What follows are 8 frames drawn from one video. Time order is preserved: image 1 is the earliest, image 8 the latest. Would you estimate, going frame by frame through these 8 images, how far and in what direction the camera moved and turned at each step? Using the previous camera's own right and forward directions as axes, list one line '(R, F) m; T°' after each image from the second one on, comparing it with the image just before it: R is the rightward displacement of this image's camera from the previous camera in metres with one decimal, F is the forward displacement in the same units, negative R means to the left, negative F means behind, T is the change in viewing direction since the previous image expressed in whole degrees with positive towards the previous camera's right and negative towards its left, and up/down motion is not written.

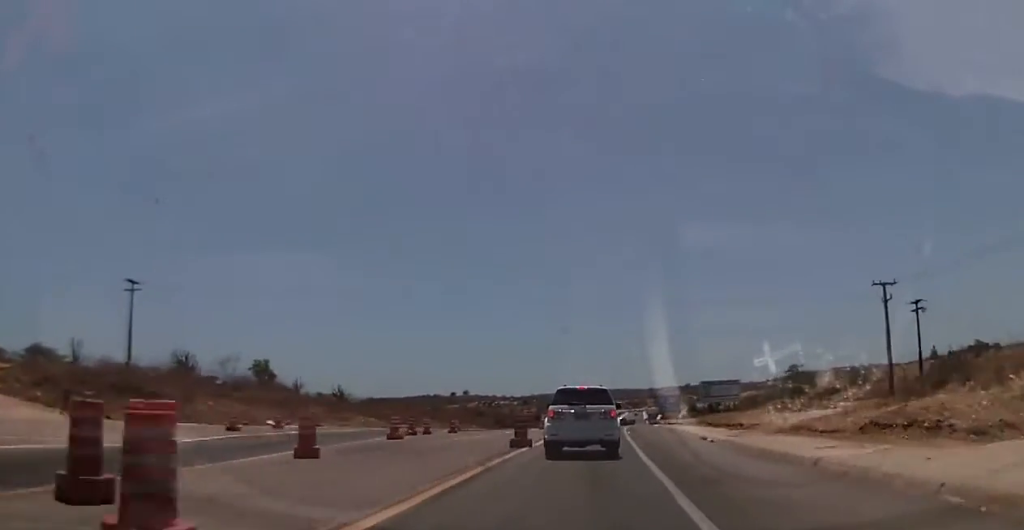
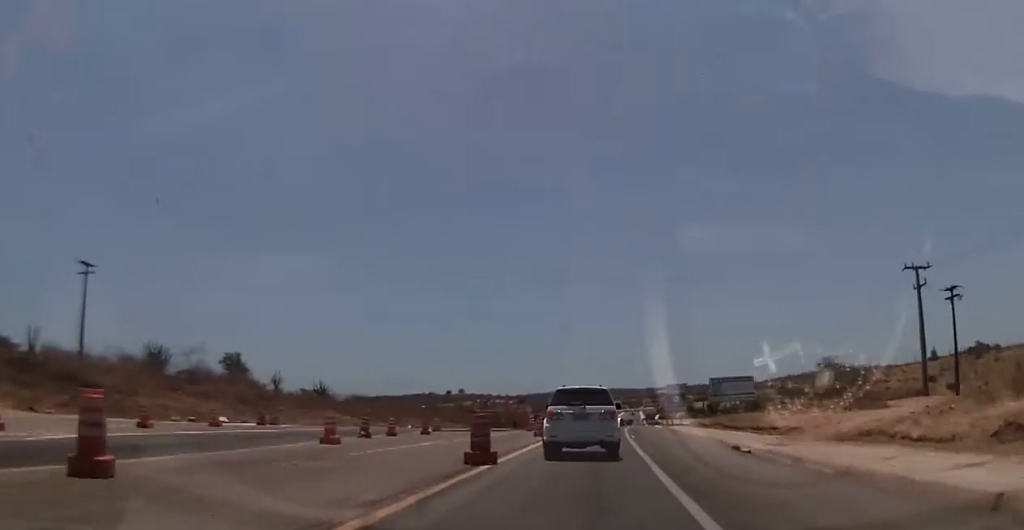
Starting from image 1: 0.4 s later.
(0.0, +7.6) m; 0°
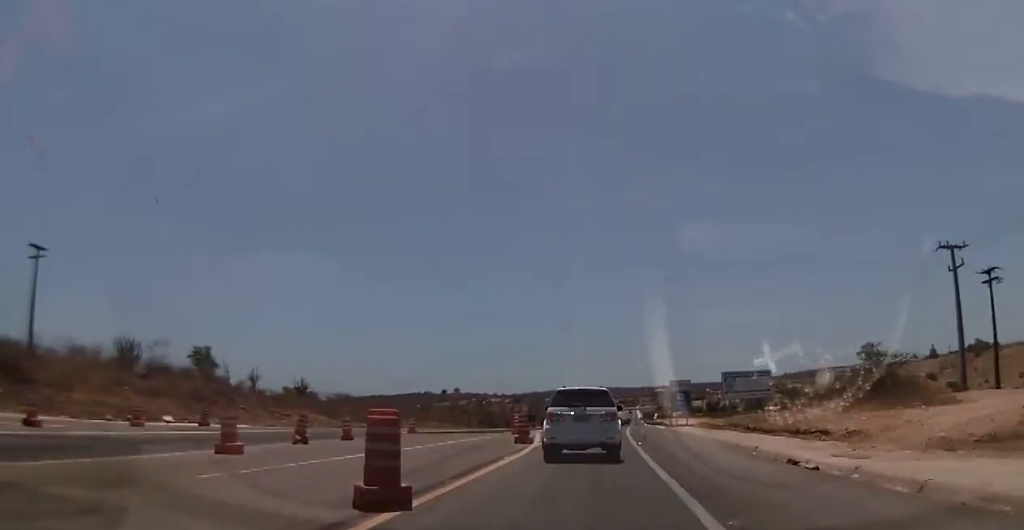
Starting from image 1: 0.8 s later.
(+0.2, +6.9) m; 0°
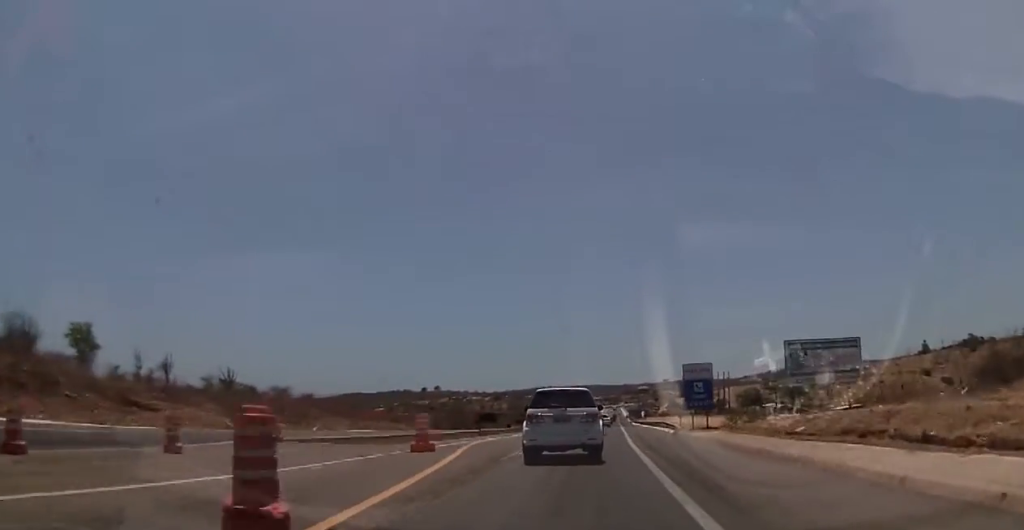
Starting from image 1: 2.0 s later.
(-0.1, +20.6) m; 0°
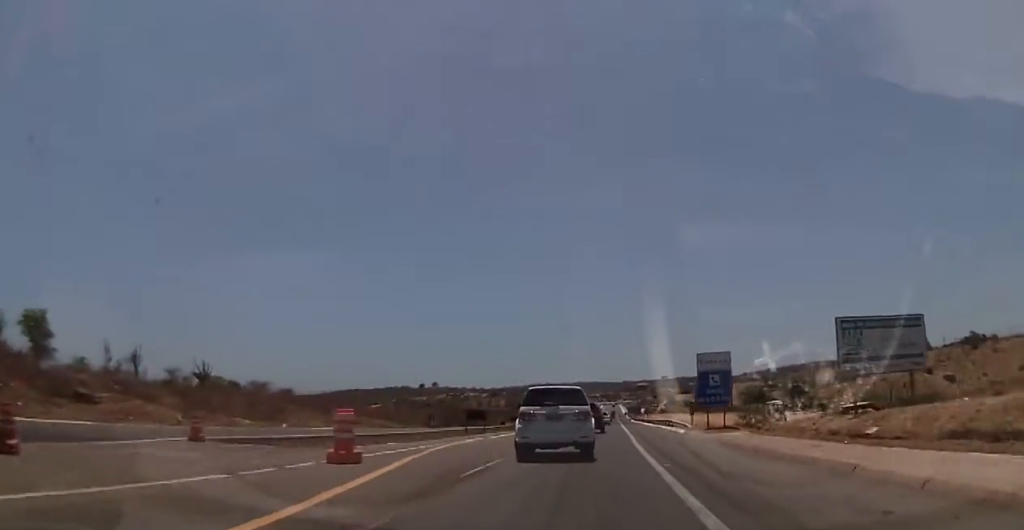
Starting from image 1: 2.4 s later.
(-0.1, +6.8) m; 0°
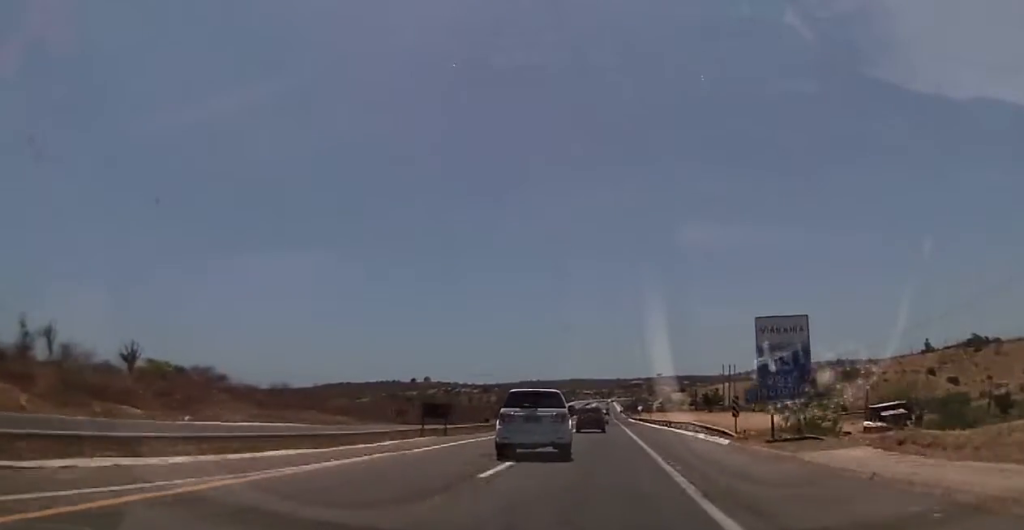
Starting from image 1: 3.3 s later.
(+0.3, +15.3) m; +1°
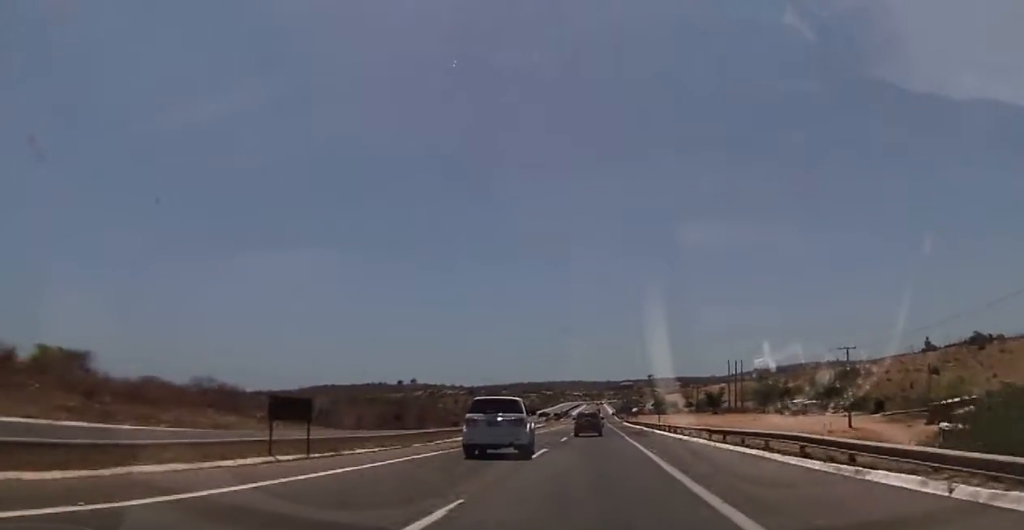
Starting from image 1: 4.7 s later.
(+0.3, +23.5) m; +1°
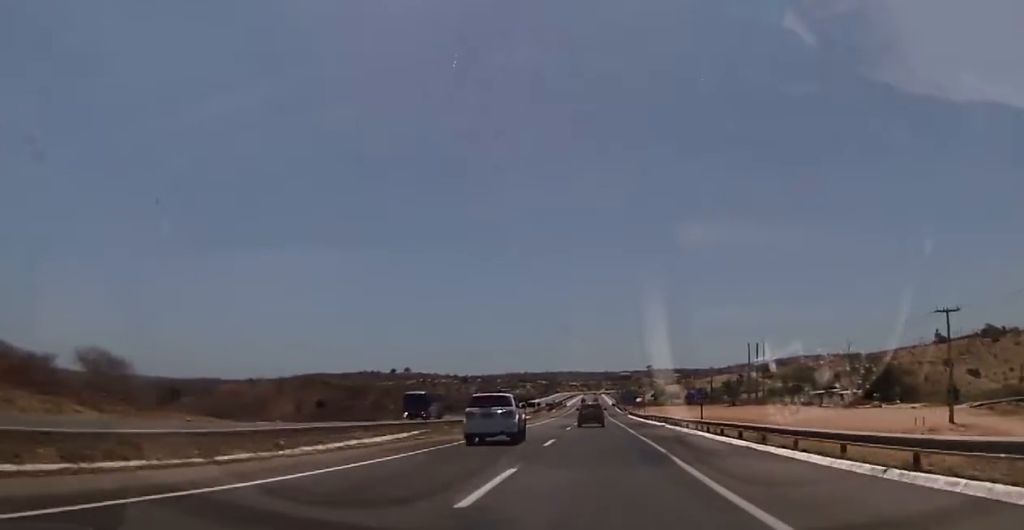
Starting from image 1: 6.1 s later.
(-0.4, +26.3) m; 0°
